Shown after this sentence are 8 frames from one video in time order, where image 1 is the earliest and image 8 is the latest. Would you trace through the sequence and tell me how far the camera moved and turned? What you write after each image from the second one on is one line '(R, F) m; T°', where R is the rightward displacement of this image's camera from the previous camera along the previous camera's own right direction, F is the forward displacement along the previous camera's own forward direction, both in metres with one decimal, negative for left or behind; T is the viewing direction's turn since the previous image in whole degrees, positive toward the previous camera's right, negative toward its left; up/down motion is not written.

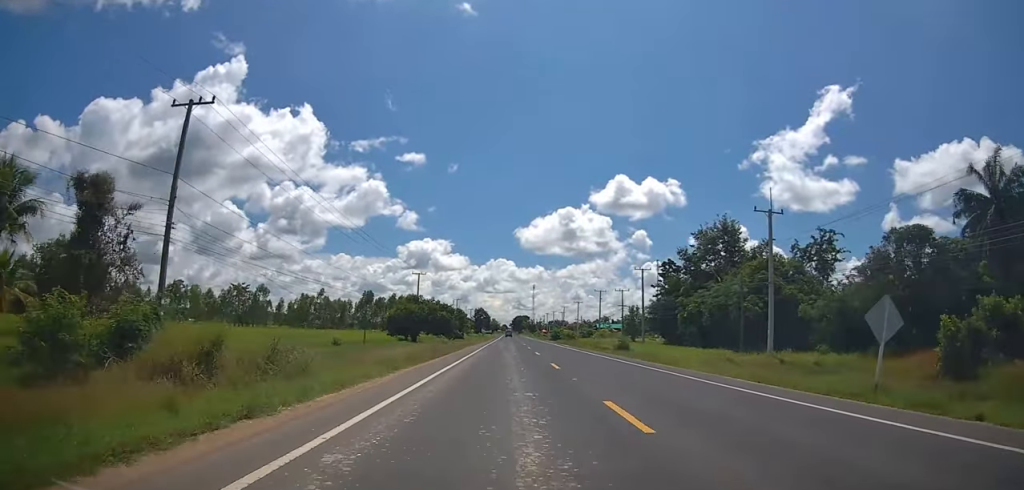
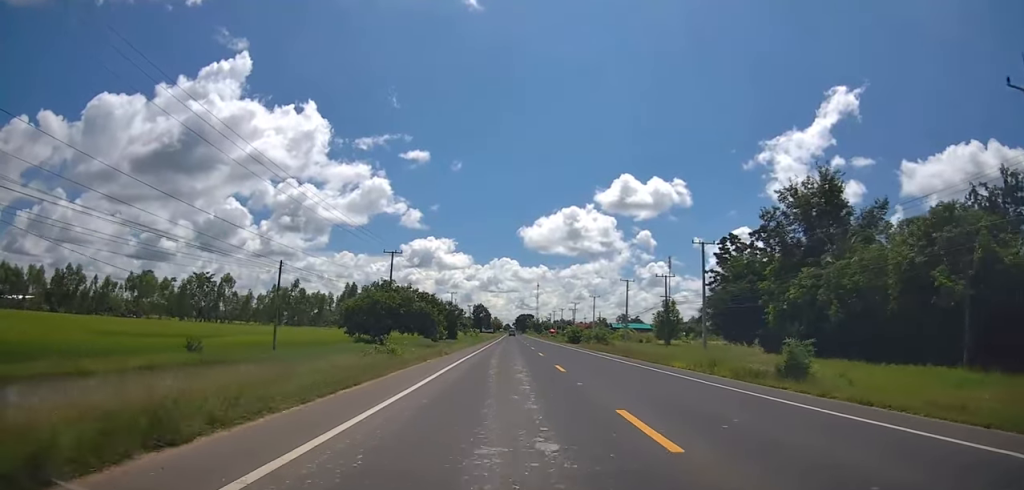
(-0.3, +25.5) m; -3°
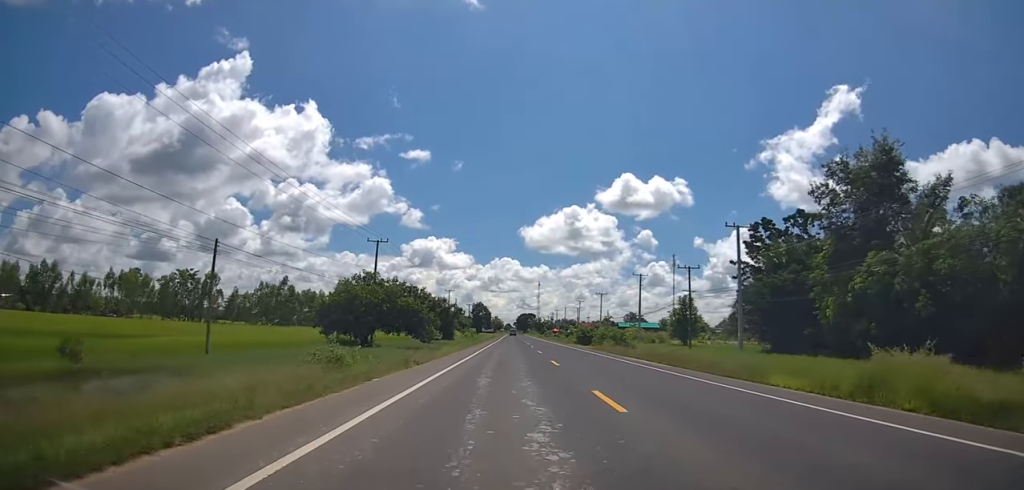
(-0.4, +9.2) m; 0°
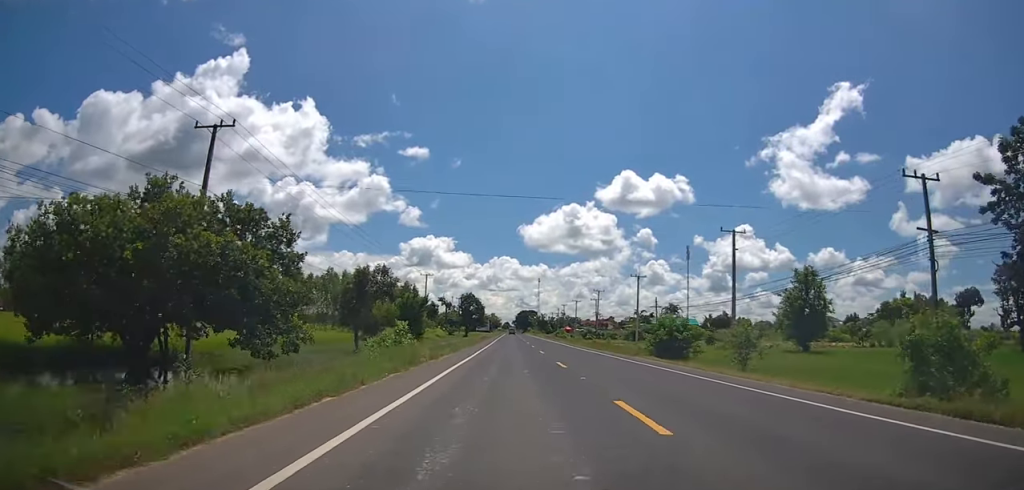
(+1.0, +38.6) m; +2°
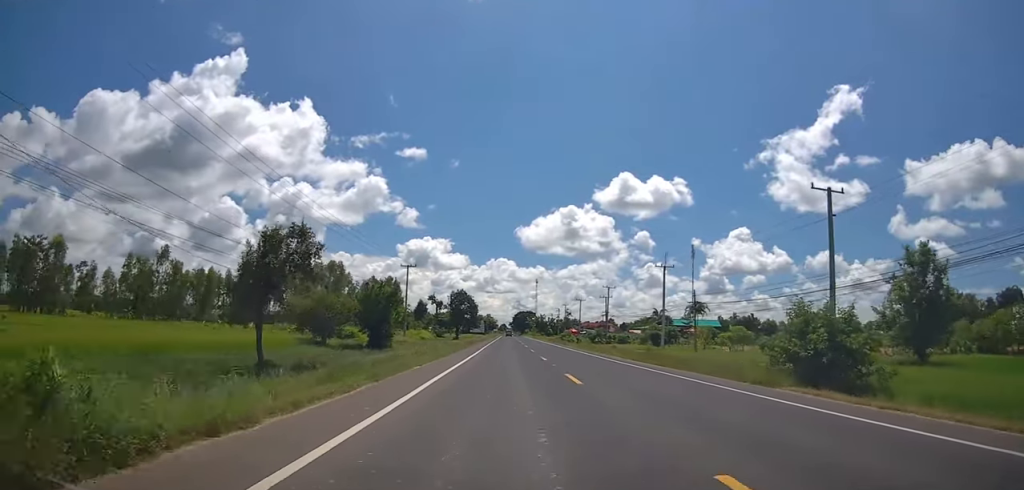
(0.0, +17.2) m; 0°
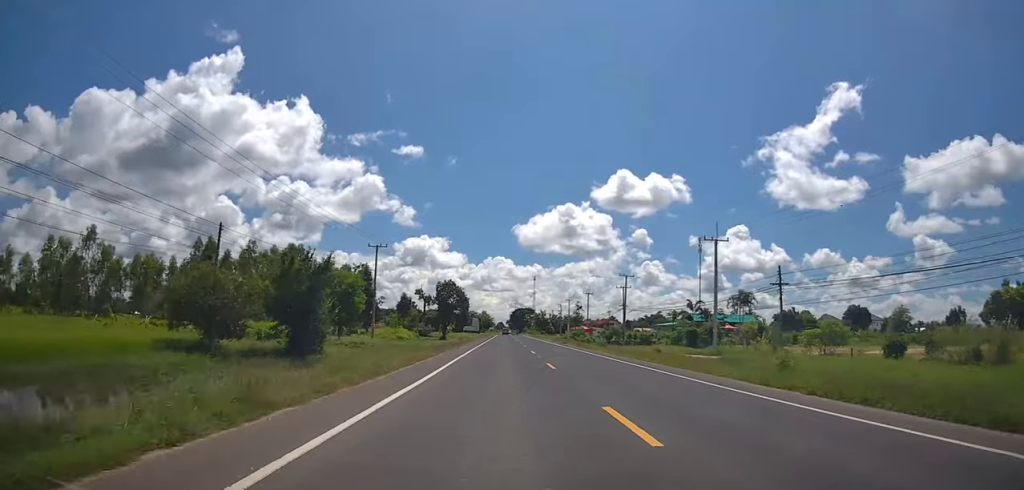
(0.0, +20.0) m; 0°
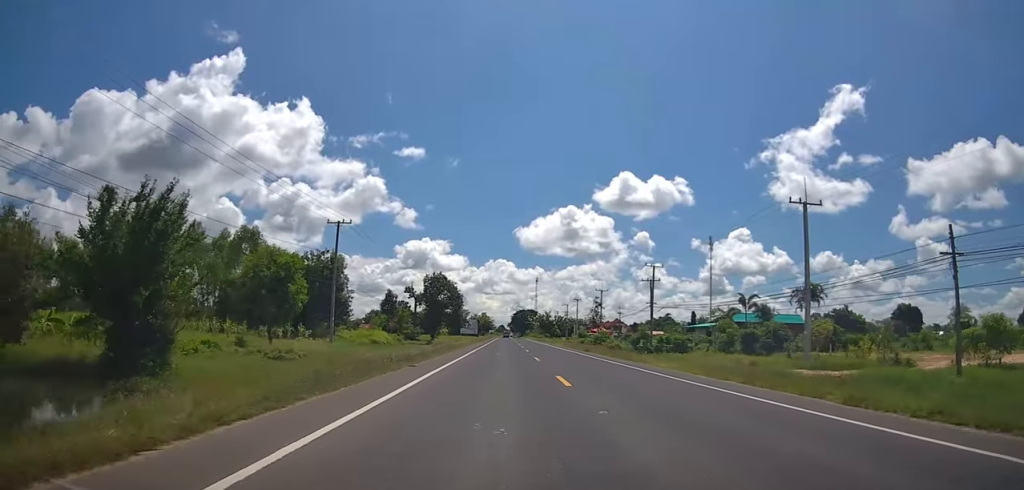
(0.0, +17.4) m; 0°
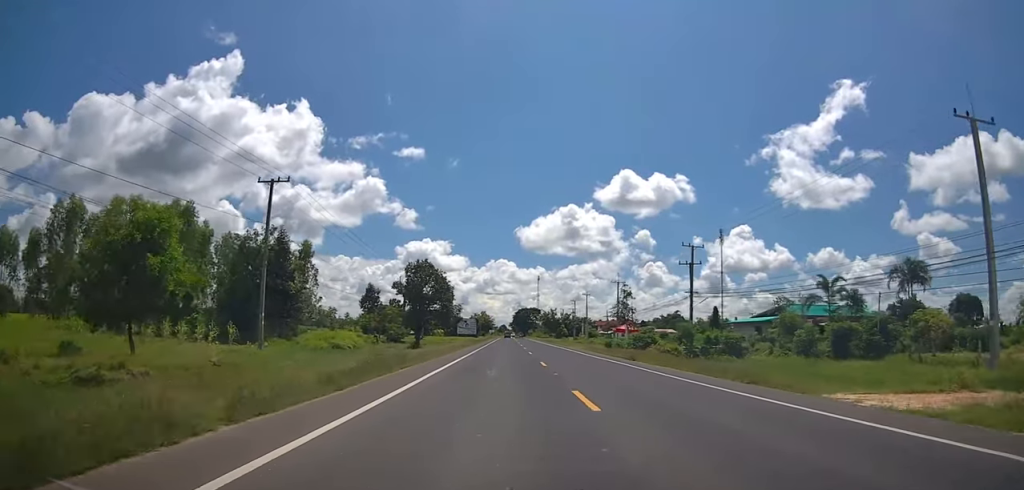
(0.0, +16.6) m; 0°
